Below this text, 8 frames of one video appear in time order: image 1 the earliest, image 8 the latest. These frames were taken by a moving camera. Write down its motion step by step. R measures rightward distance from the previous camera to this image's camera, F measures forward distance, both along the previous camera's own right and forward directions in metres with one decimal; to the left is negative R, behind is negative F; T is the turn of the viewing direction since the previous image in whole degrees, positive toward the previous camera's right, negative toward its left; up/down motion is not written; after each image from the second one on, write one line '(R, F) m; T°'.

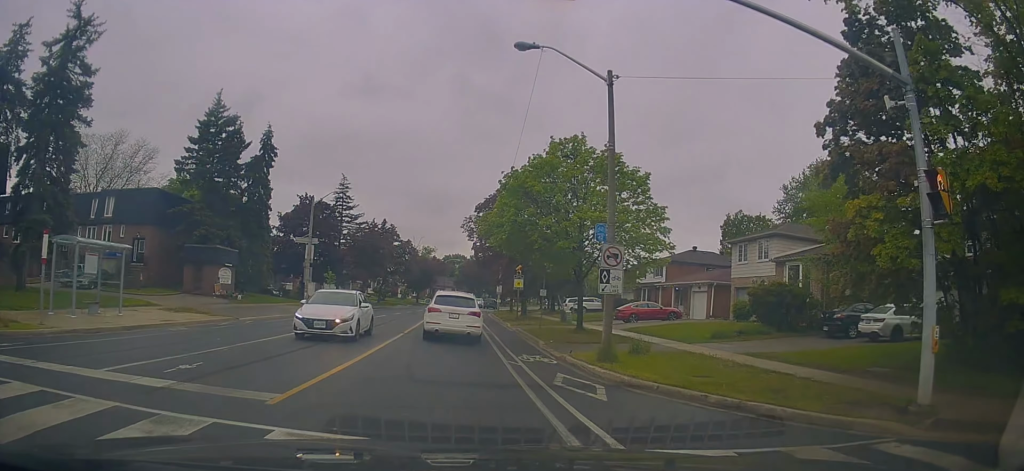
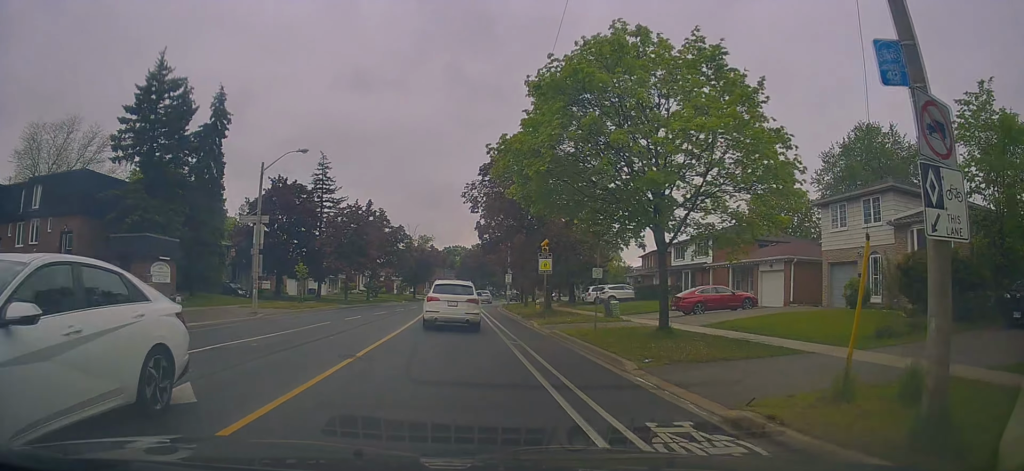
(+0.2, +10.2) m; -1°
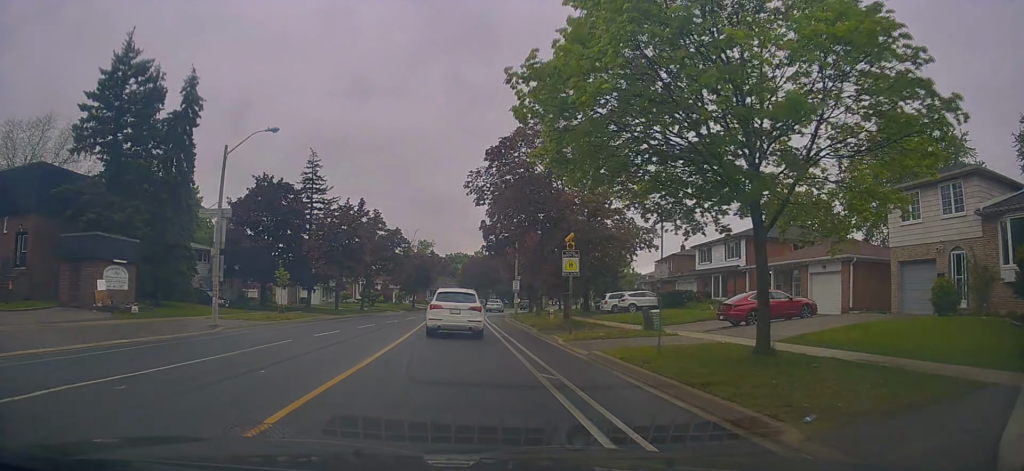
(0.0, +5.3) m; -1°
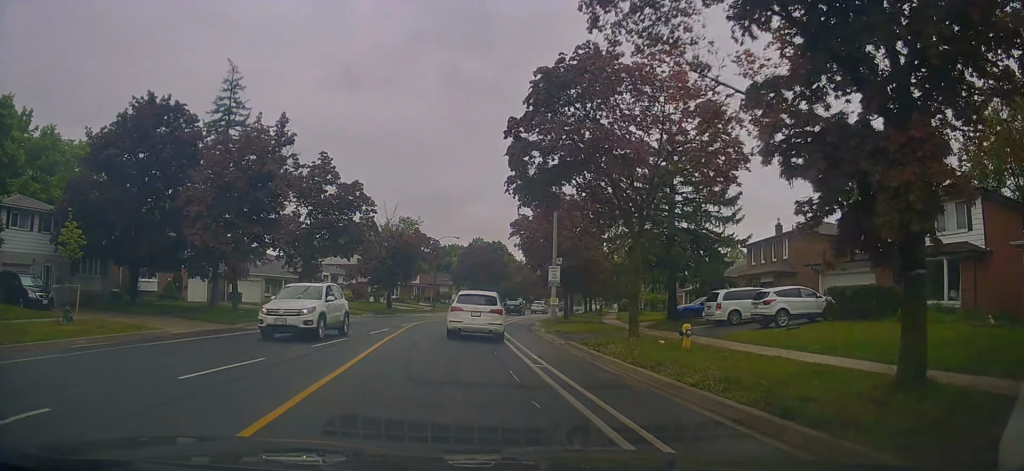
(-0.4, +21.3) m; +1°
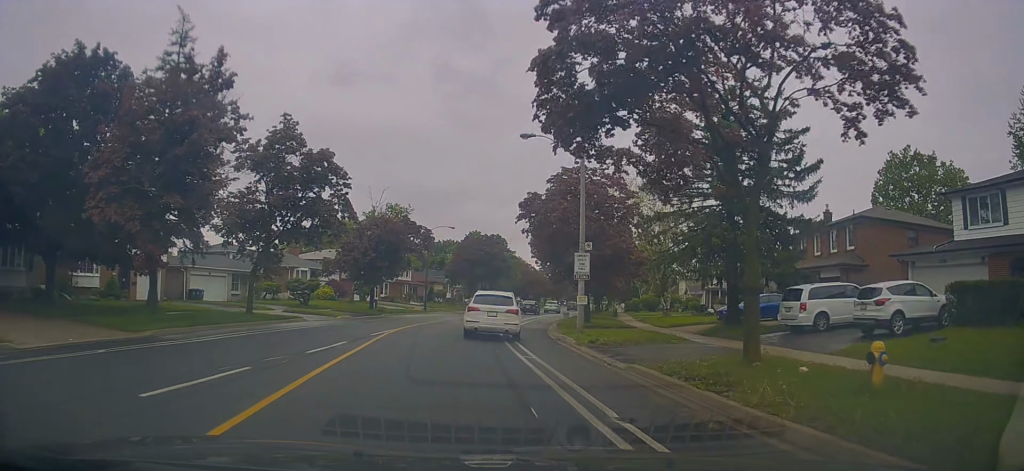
(+0.1, +8.3) m; +2°
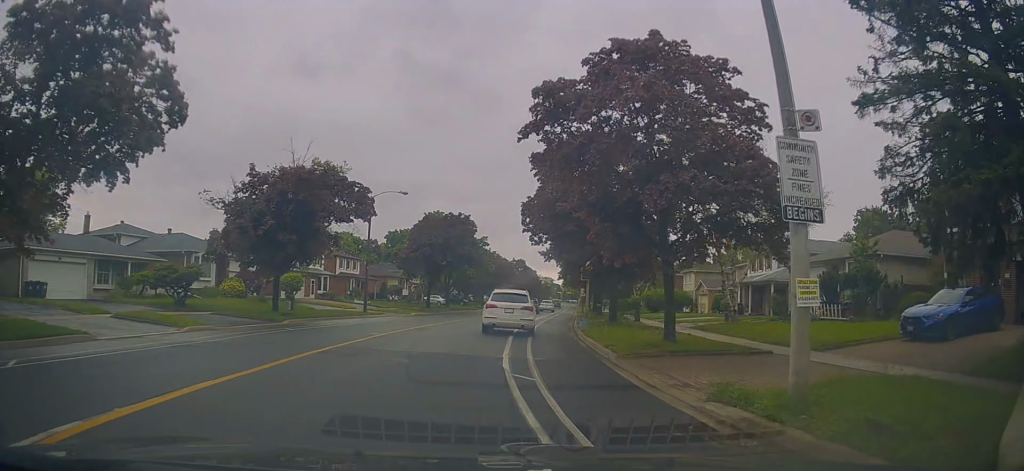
(+0.5, +16.5) m; +2°
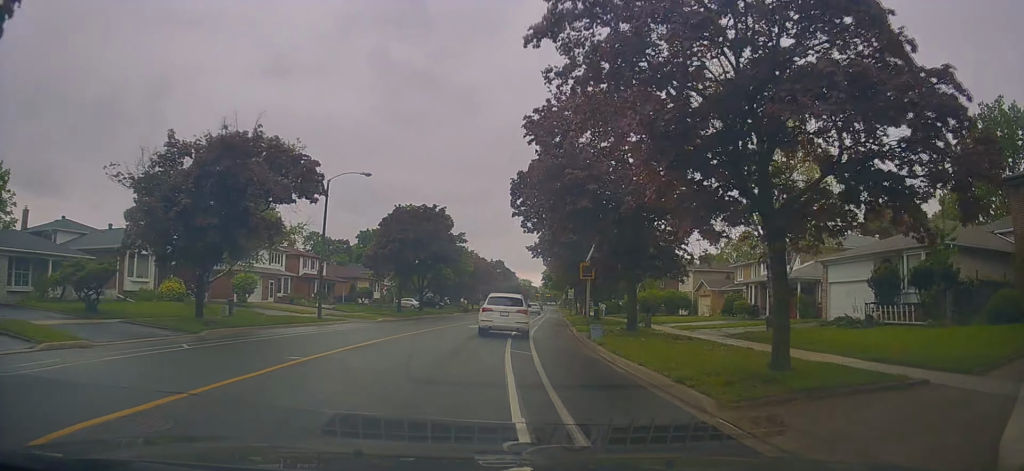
(0.0, +6.6) m; +1°
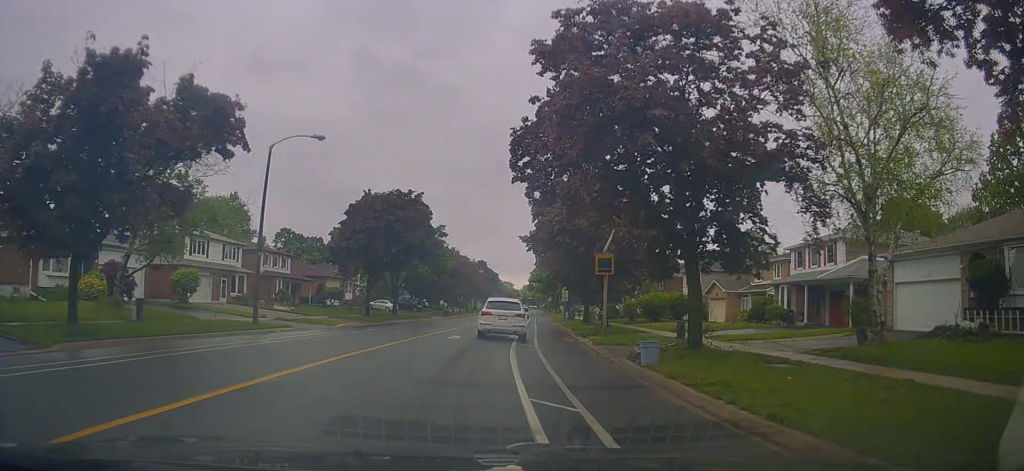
(0.0, +7.0) m; +1°
